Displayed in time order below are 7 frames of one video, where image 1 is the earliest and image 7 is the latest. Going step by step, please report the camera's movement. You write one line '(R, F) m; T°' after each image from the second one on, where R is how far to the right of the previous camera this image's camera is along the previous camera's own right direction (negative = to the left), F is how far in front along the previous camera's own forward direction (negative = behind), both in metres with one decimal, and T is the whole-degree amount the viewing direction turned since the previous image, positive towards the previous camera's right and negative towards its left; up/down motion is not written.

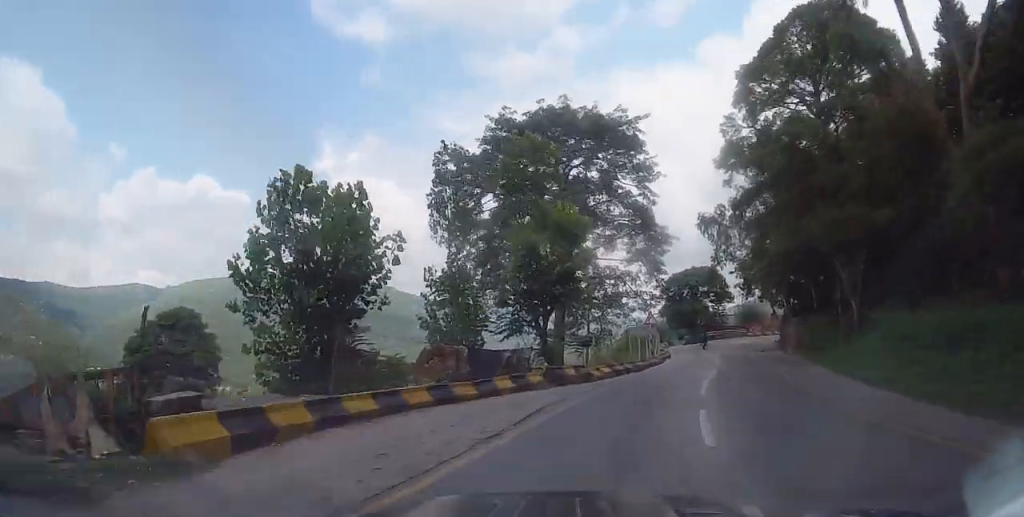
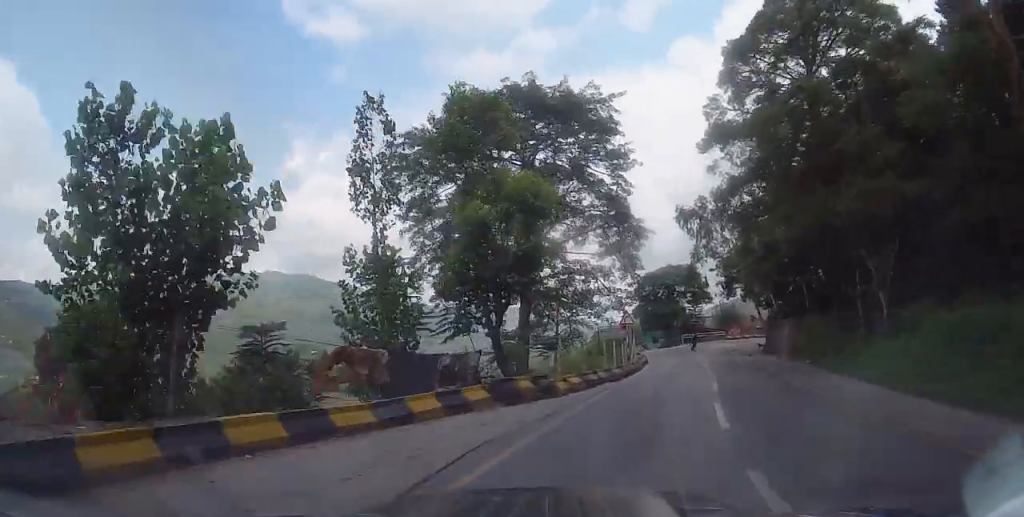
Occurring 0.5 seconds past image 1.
(-0.5, +4.8) m; +3°
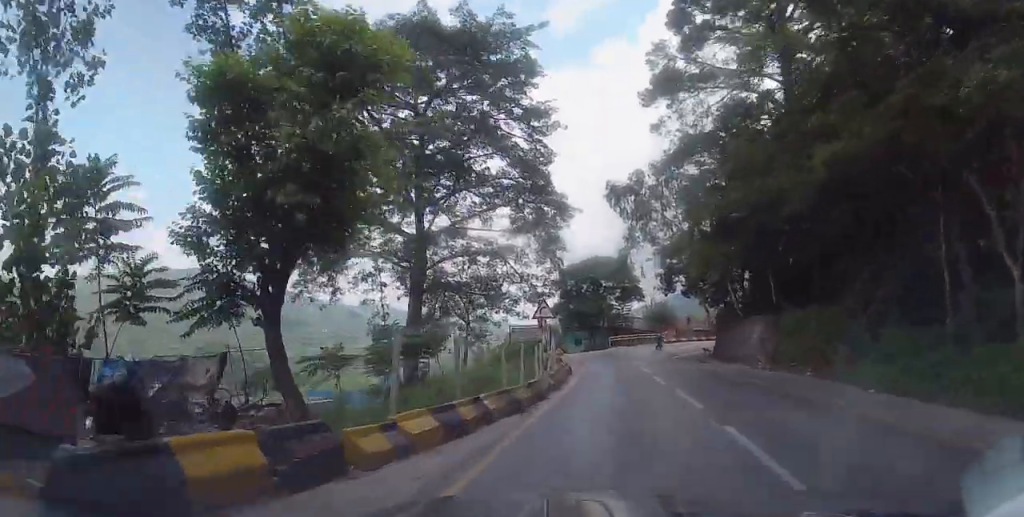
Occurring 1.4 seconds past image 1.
(+1.4, +9.6) m; +7°
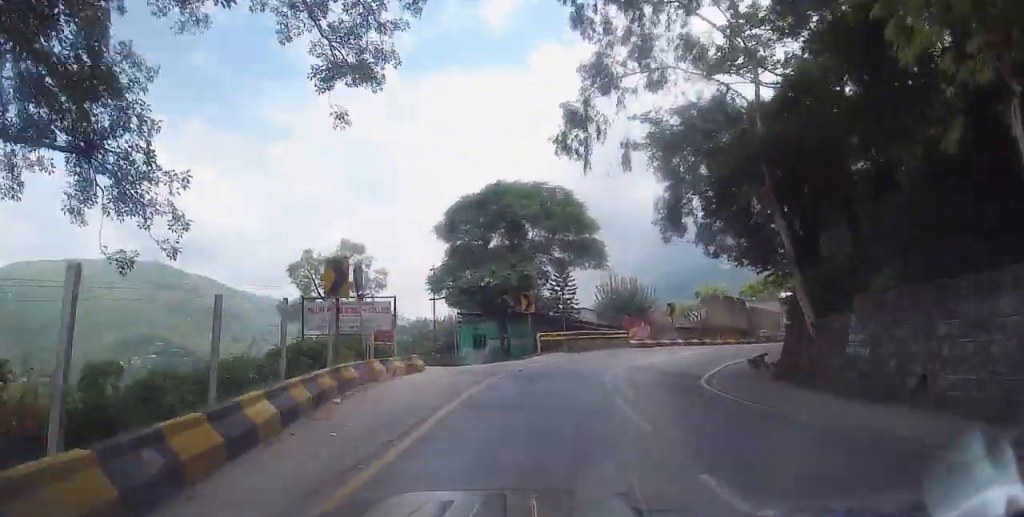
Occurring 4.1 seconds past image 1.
(+0.6, +28.4) m; +3°
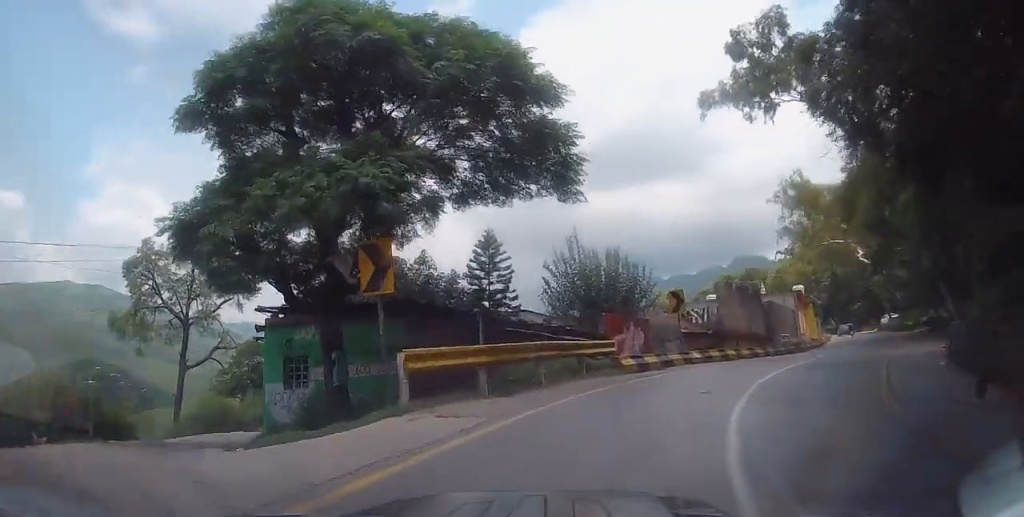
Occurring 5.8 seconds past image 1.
(+1.1, +18.2) m; +11°
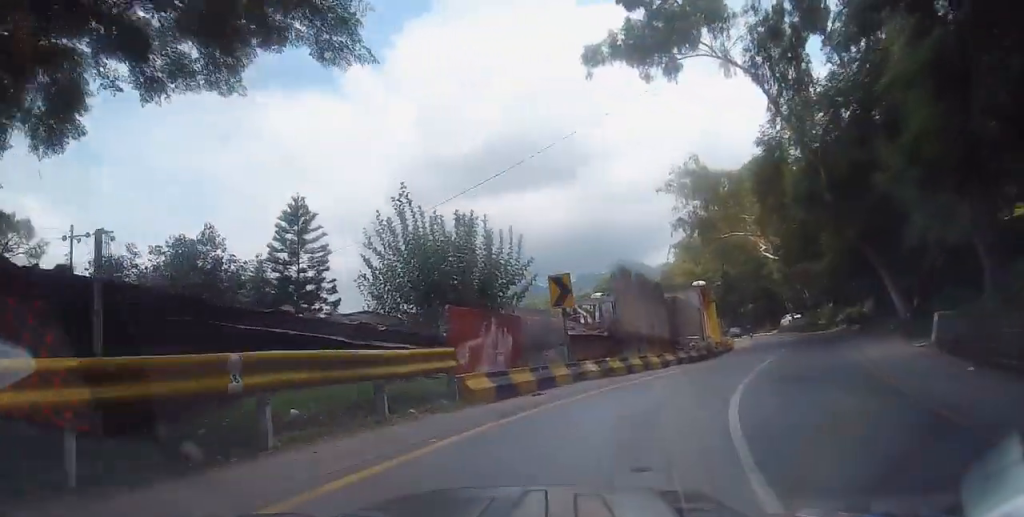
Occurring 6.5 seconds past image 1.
(+0.2, +7.6) m; +8°
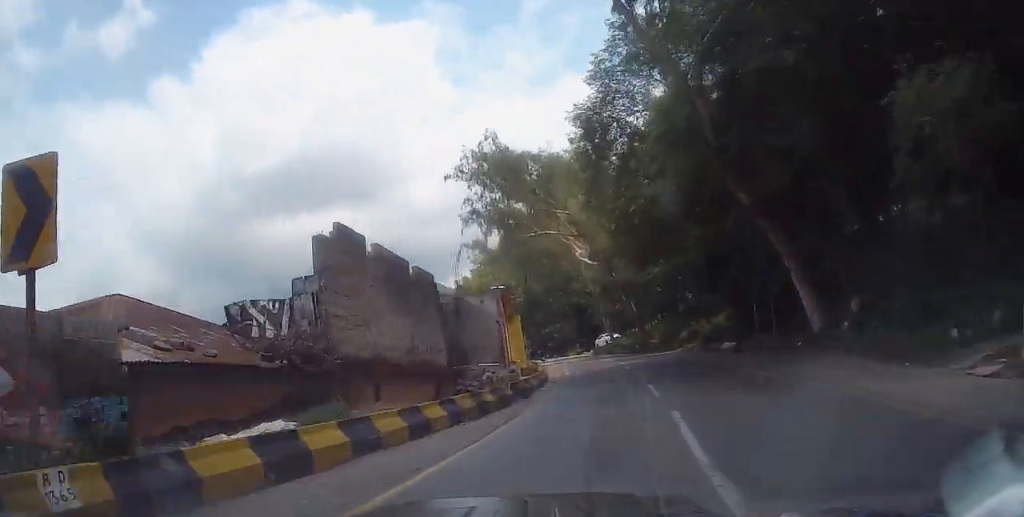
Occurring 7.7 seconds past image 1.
(+1.9, +12.6) m; +16°
